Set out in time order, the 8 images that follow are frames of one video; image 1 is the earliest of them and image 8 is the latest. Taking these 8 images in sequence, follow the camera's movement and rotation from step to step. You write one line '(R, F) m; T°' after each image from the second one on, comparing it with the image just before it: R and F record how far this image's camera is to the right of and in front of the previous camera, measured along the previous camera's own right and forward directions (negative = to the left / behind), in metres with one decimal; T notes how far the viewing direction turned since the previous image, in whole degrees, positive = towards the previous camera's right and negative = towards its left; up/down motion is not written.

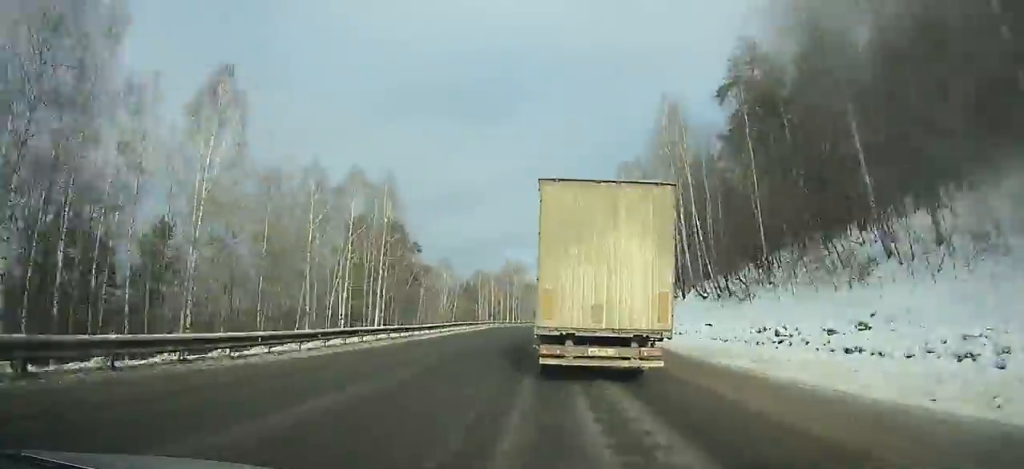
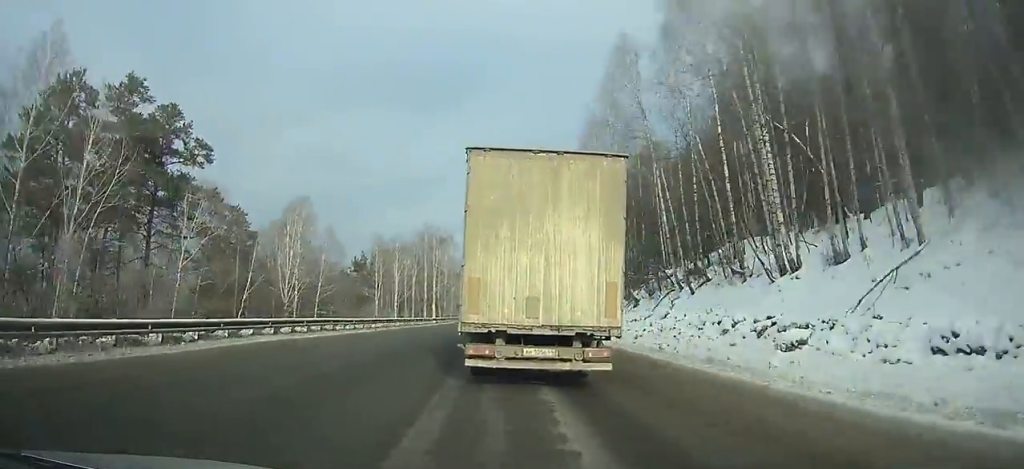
(+2.1, +49.8) m; +3°
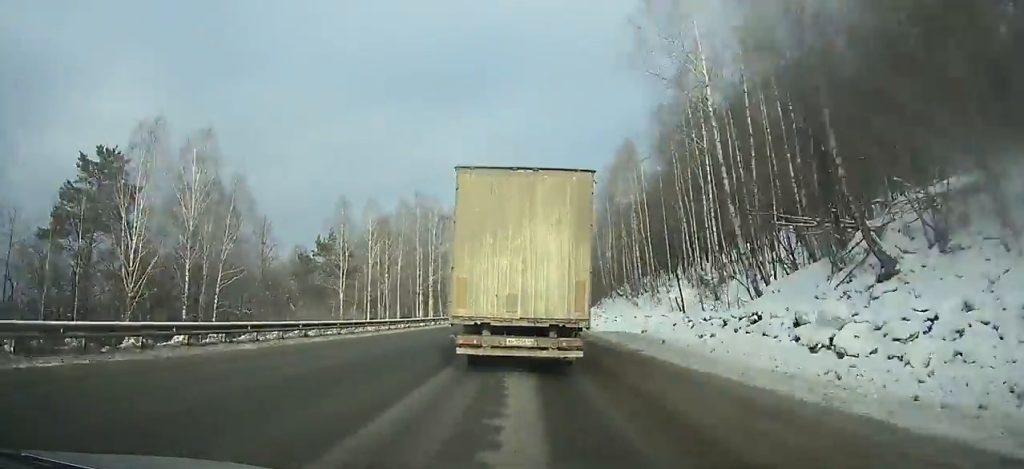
(+0.3, +27.9) m; +1°
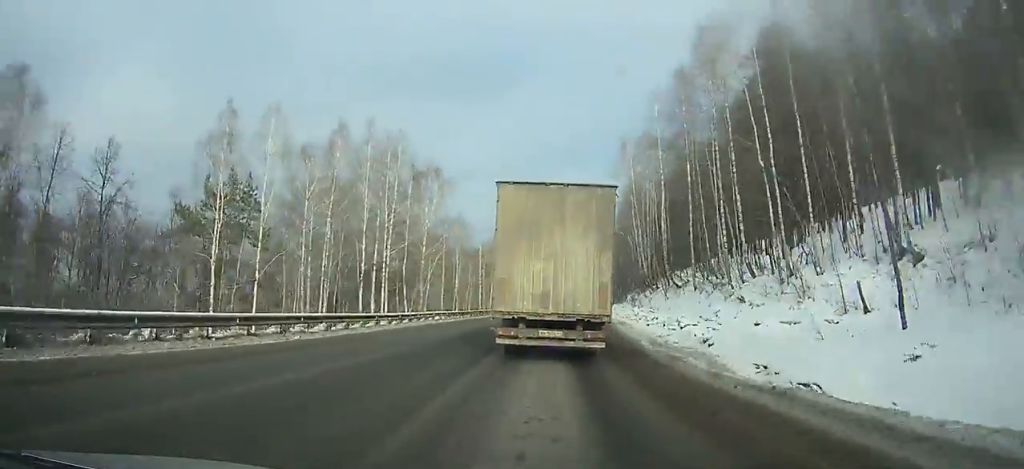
(+0.1, +27.7) m; +1°
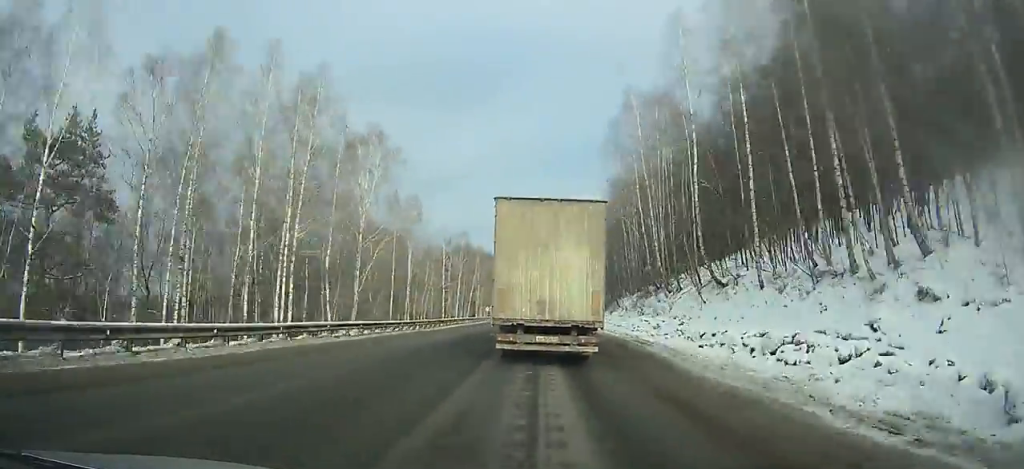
(0.0, +17.3) m; 0°
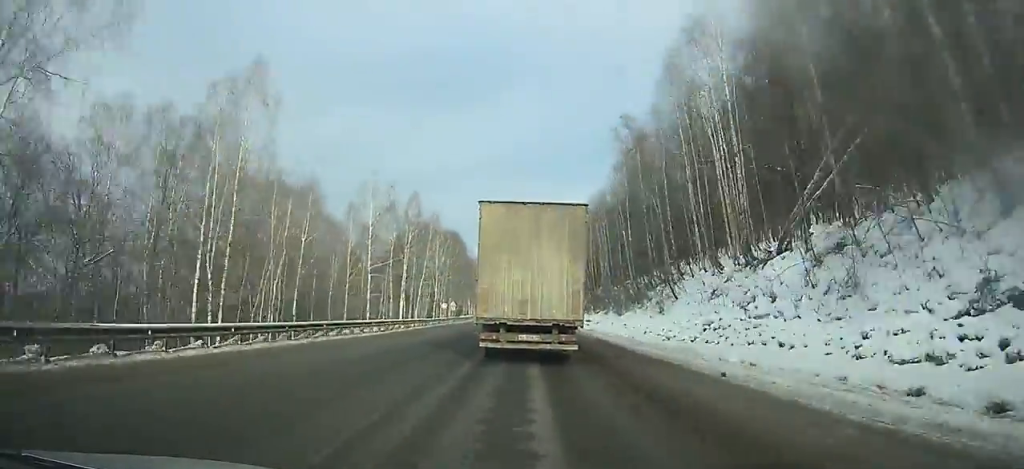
(+0.4, +37.5) m; 0°
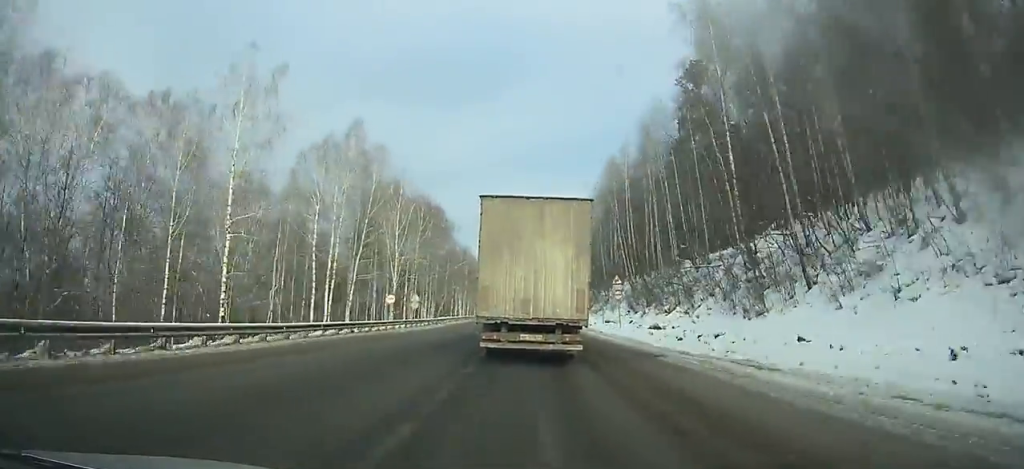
(-0.3, +31.1) m; 0°
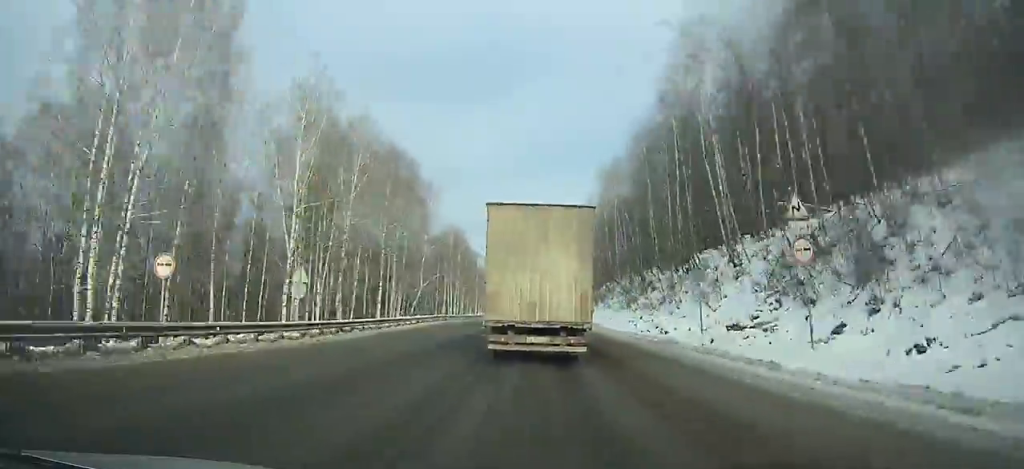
(+0.2, +29.7) m; +1°
